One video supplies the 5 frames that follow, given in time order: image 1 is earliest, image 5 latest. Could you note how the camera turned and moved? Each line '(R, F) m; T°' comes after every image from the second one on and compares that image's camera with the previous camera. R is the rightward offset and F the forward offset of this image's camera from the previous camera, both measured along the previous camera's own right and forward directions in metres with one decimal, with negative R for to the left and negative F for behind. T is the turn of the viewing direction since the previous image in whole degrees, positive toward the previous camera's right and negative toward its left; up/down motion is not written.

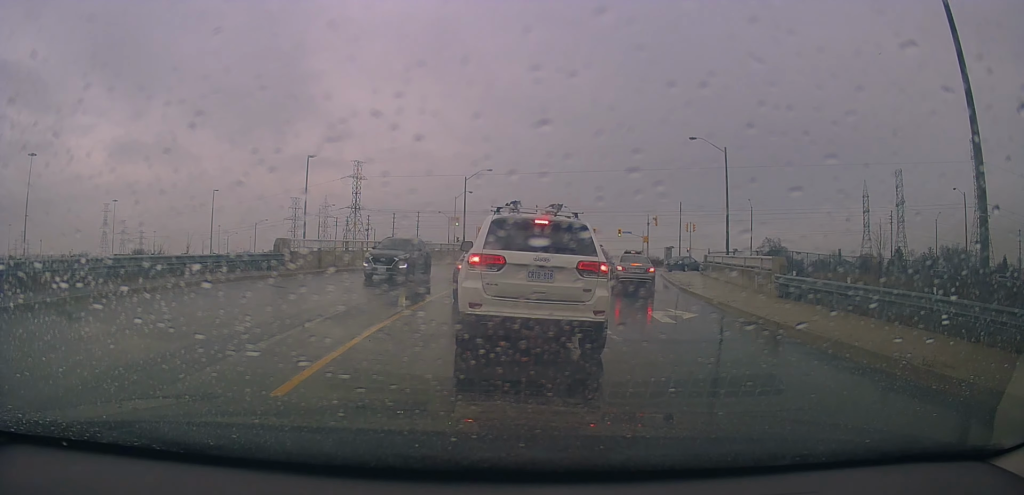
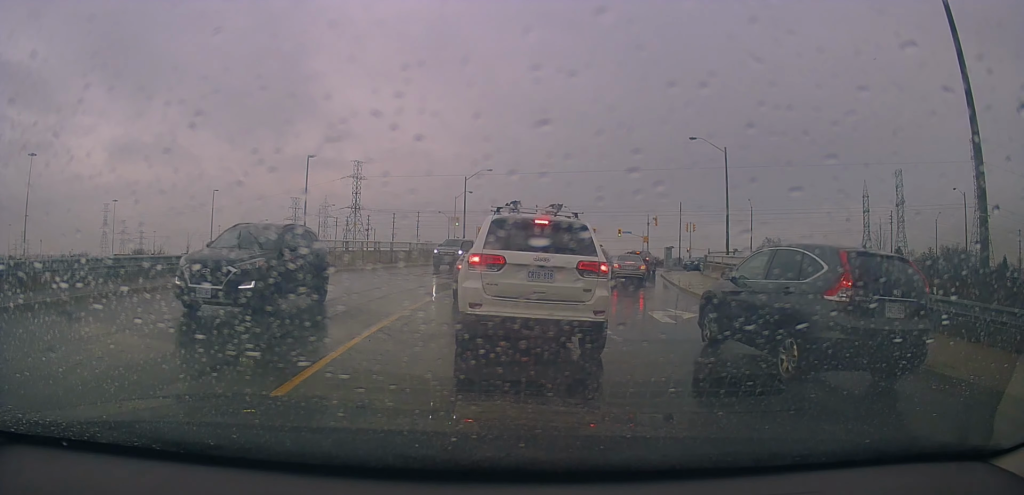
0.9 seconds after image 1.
(0.0, 0.0) m; 0°
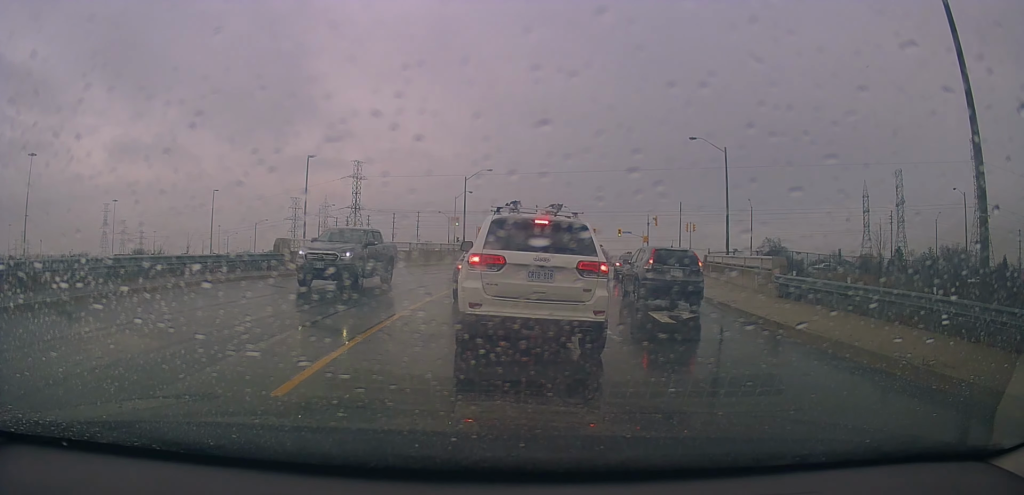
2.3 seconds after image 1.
(0.0, 0.0) m; 0°
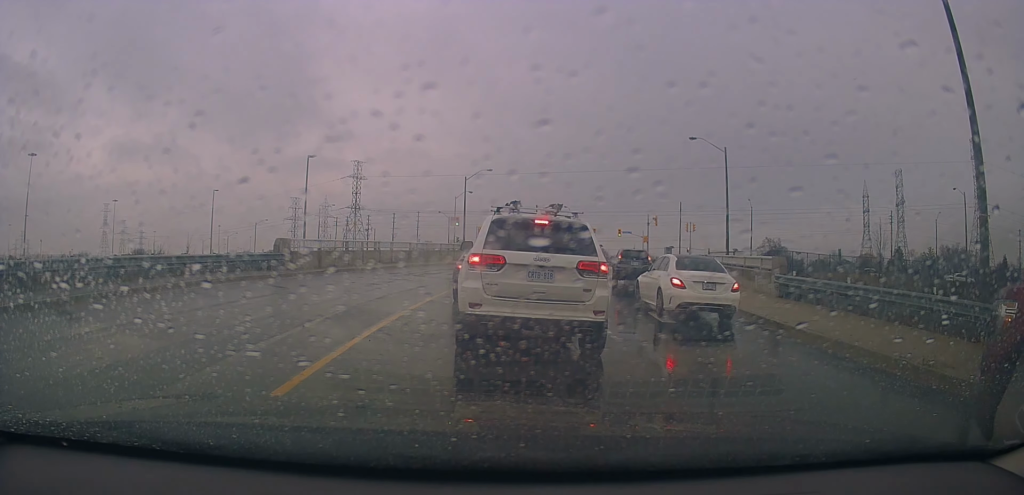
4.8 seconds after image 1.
(0.0, 0.0) m; 0°
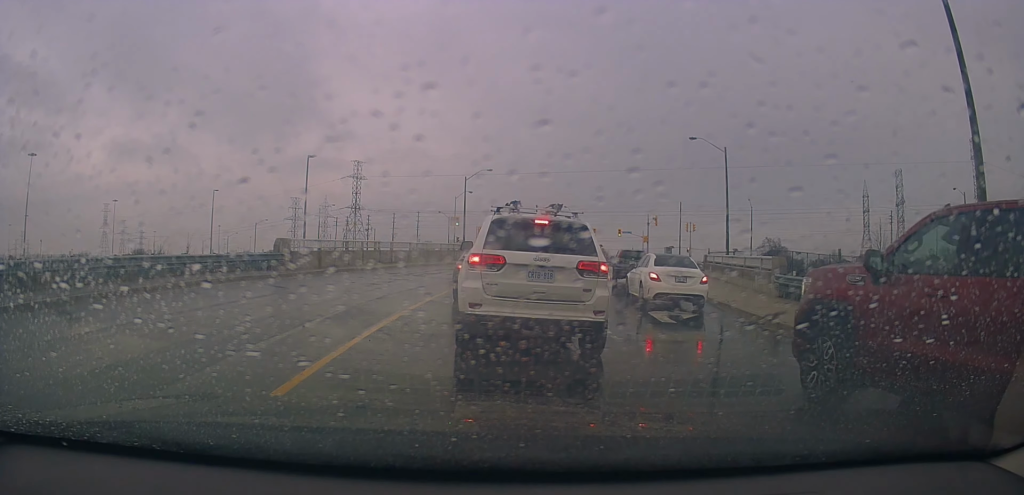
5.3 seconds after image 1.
(0.0, 0.0) m; 0°
